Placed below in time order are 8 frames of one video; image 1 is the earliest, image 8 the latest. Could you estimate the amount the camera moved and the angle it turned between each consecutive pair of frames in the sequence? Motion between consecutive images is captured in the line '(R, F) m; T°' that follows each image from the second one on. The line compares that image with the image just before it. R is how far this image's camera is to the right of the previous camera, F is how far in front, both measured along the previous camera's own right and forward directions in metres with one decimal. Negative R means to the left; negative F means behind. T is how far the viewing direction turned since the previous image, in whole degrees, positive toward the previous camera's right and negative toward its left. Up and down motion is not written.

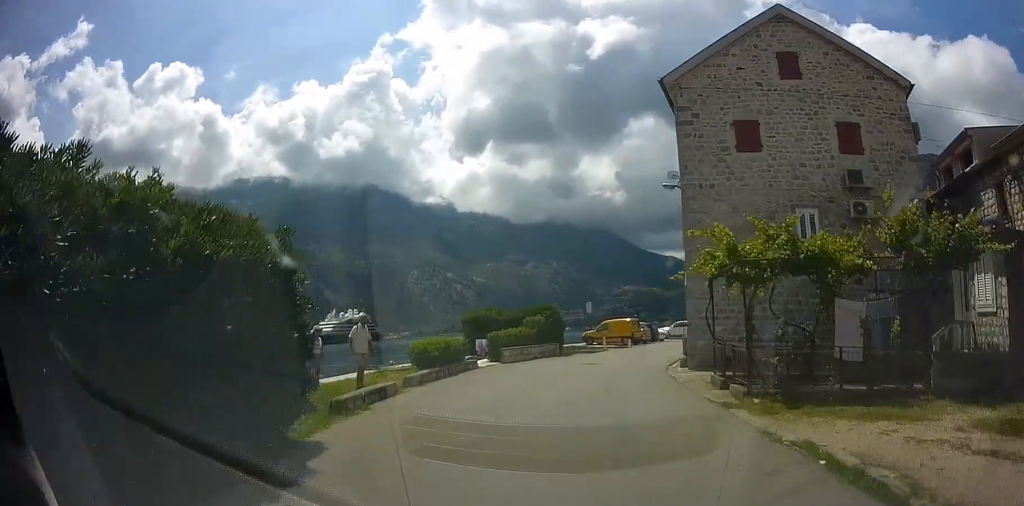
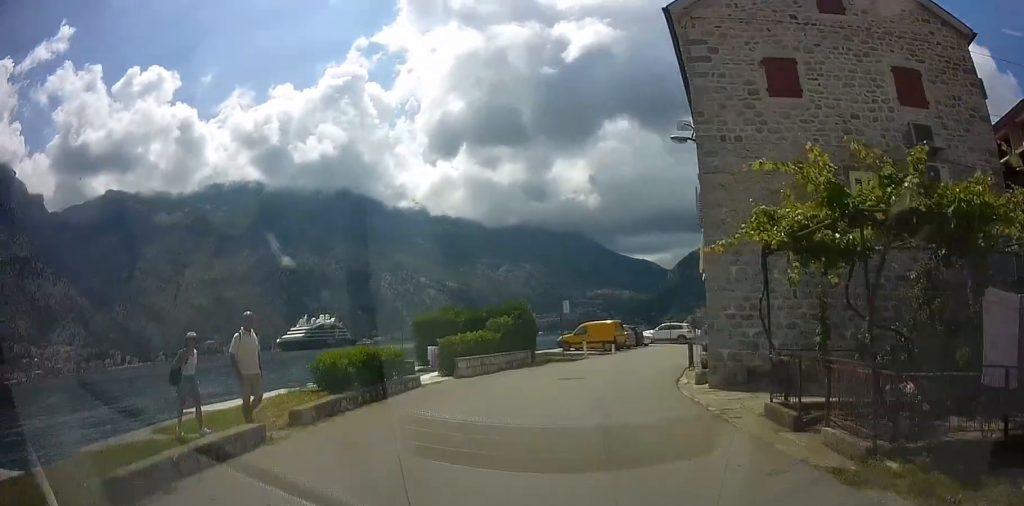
(-0.1, +5.0) m; +2°
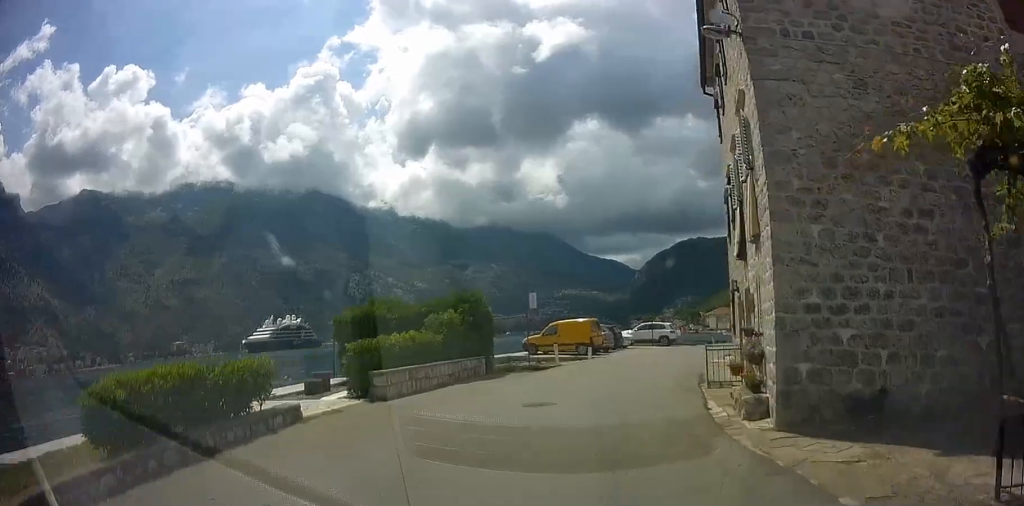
(-0.3, +5.7) m; +2°
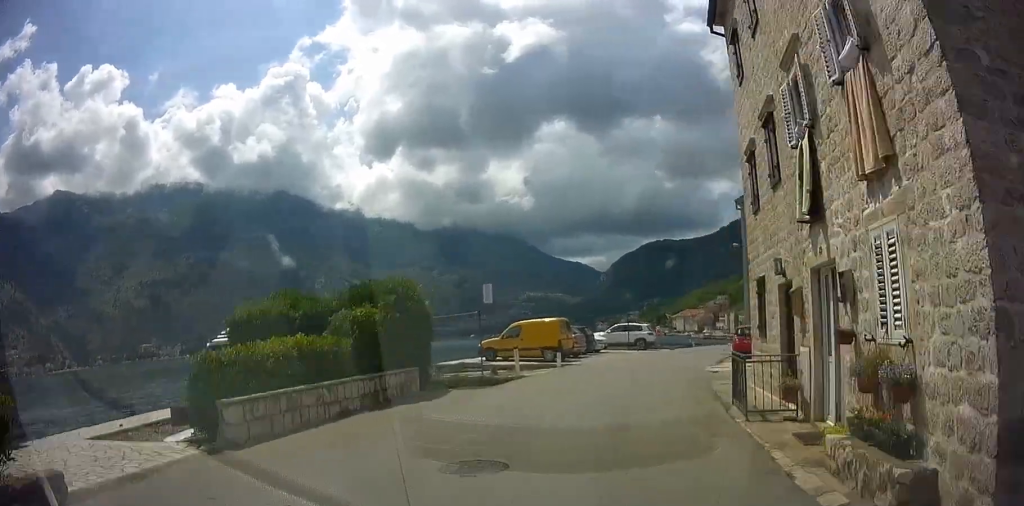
(+0.4, +4.4) m; +4°
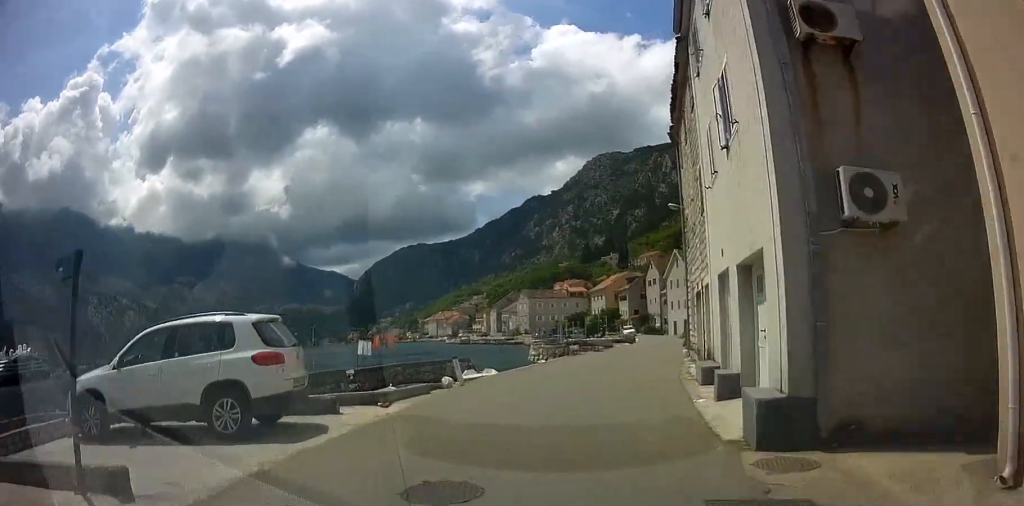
(+6.2, +28.8) m; +23°
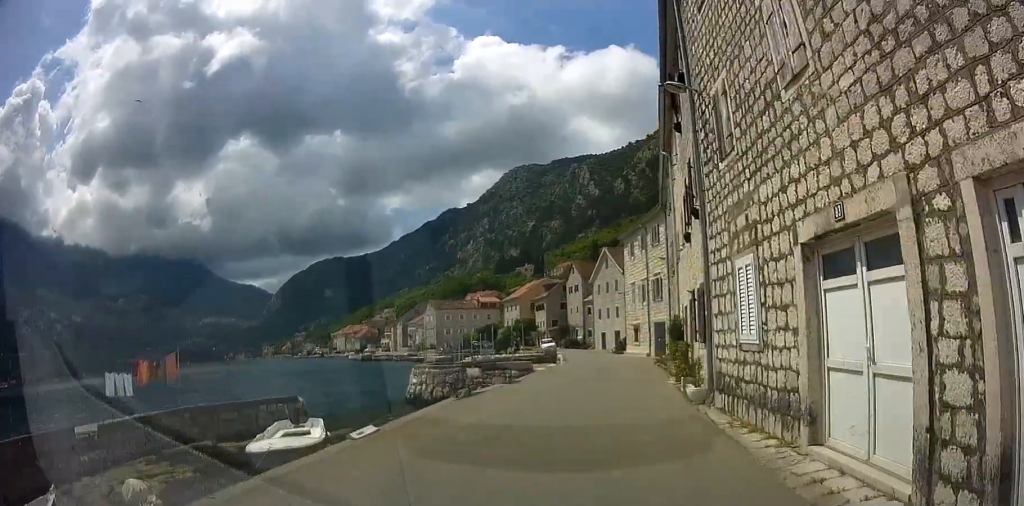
(+0.7, +12.2) m; +8°
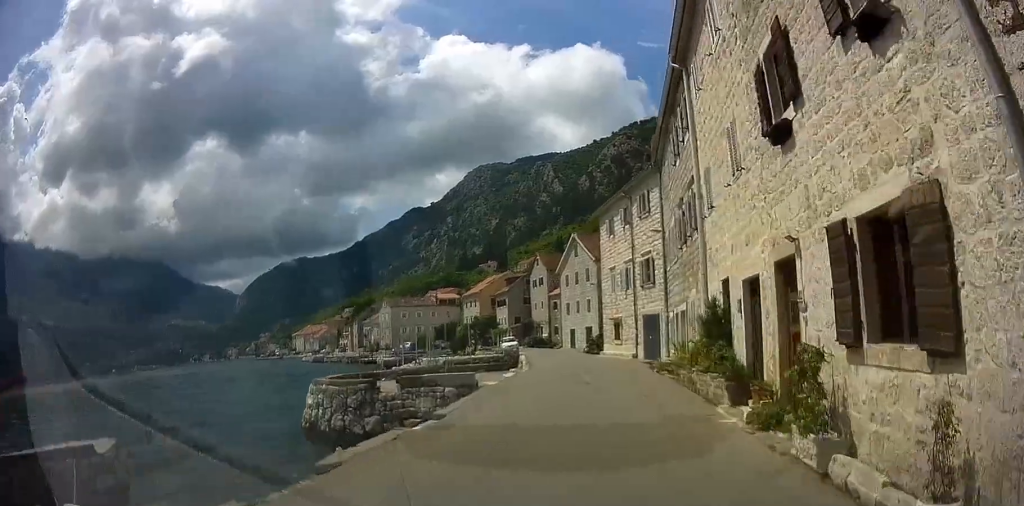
(+0.3, +7.7) m; +4°
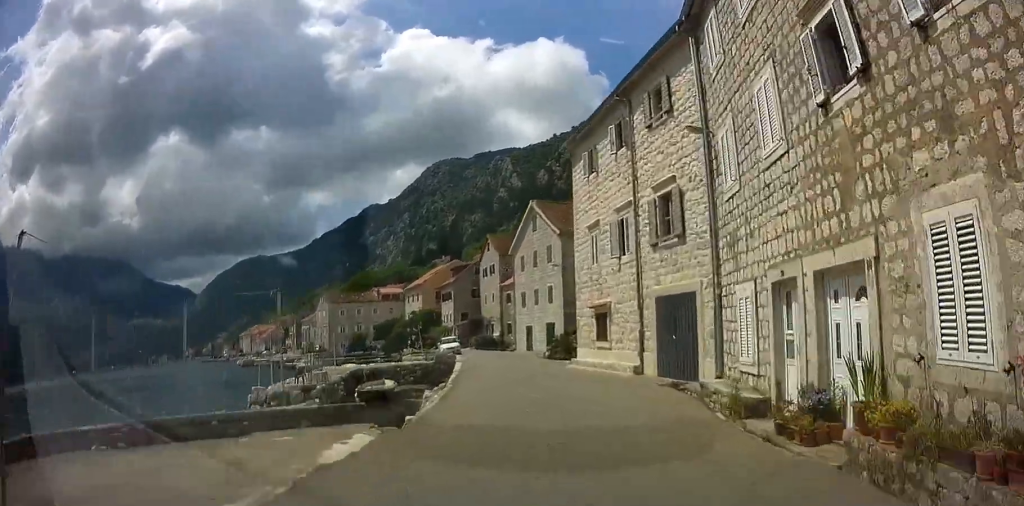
(+0.7, +12.3) m; +3°
